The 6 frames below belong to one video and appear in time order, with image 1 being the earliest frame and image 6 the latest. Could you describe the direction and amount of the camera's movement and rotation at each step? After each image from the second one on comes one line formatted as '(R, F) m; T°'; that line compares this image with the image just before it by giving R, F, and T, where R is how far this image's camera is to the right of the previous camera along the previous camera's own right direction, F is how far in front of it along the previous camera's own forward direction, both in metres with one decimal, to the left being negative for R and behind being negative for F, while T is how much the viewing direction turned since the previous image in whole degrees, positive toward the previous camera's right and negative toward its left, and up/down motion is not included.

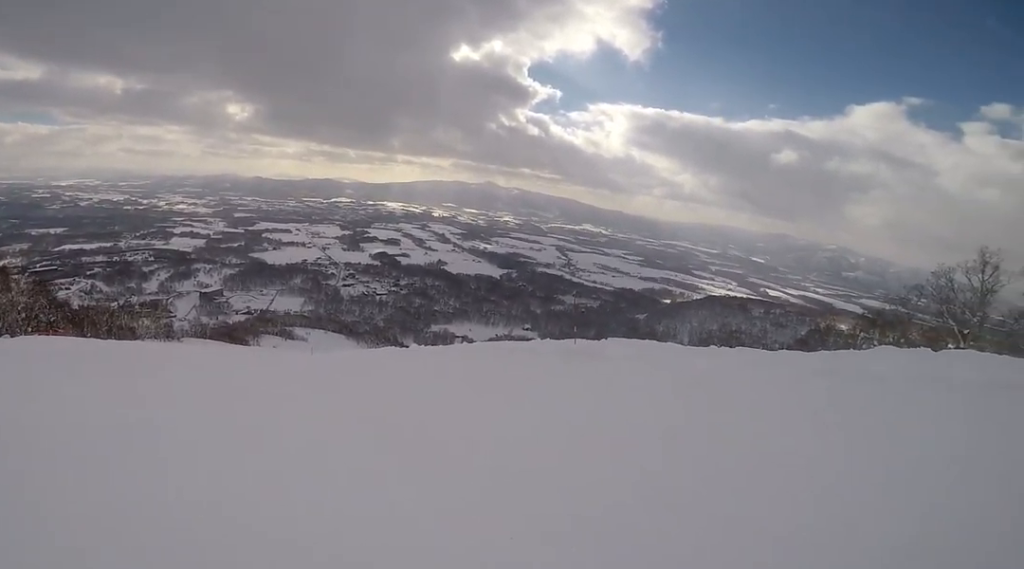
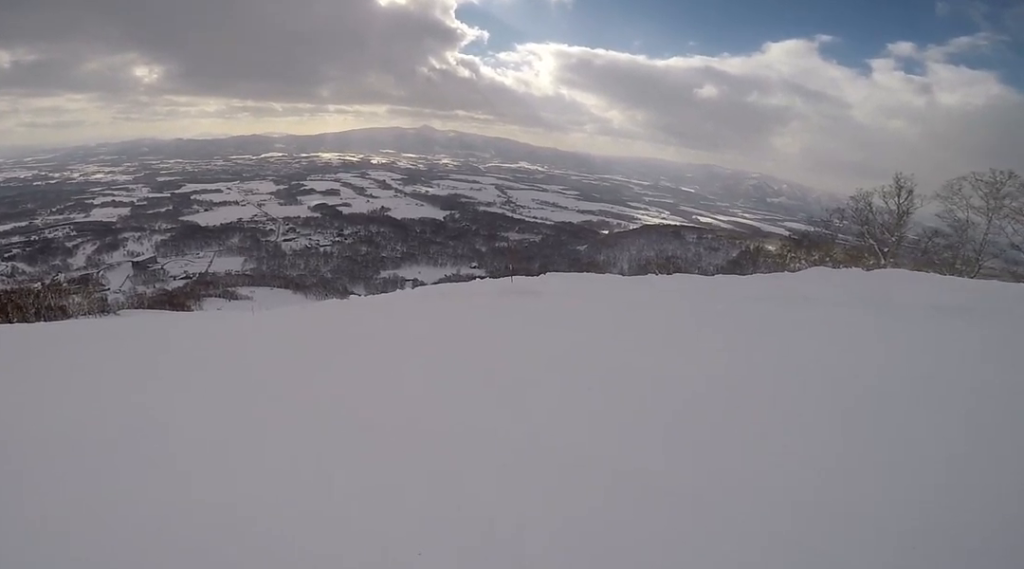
(-0.2, +1.2) m; -25°
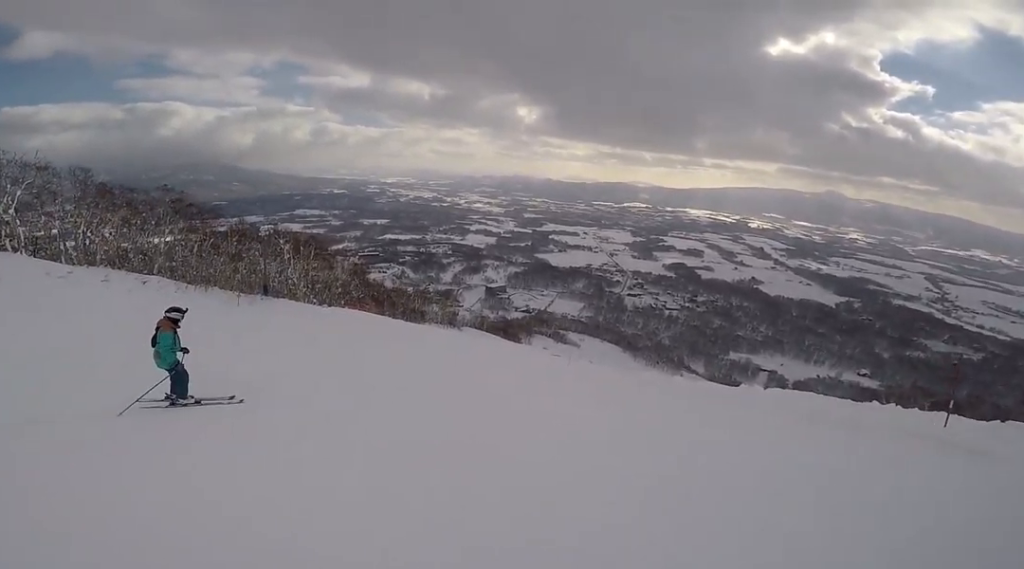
(-1.2, +2.0) m; -36°
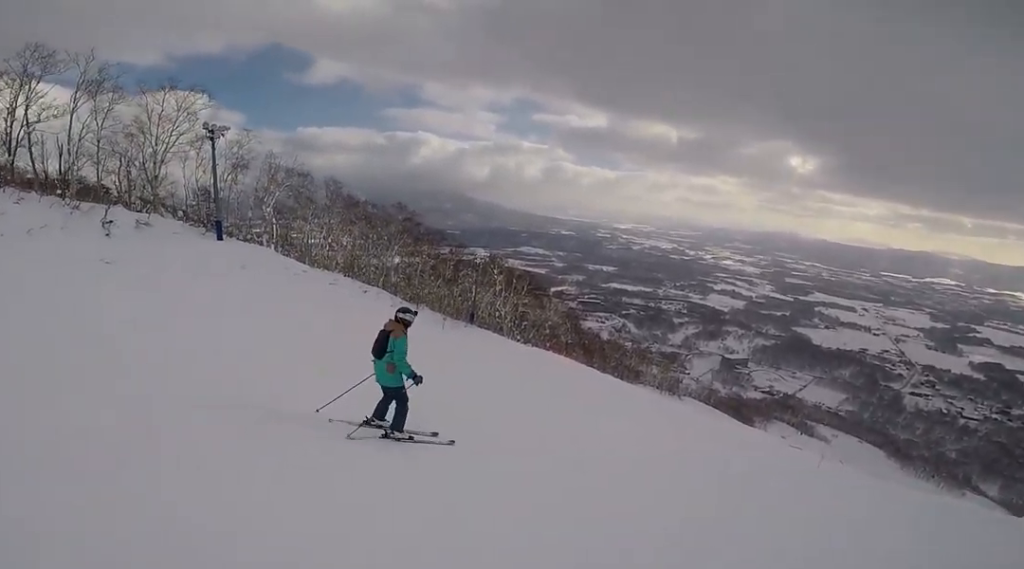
(-0.1, +2.5) m; -11°
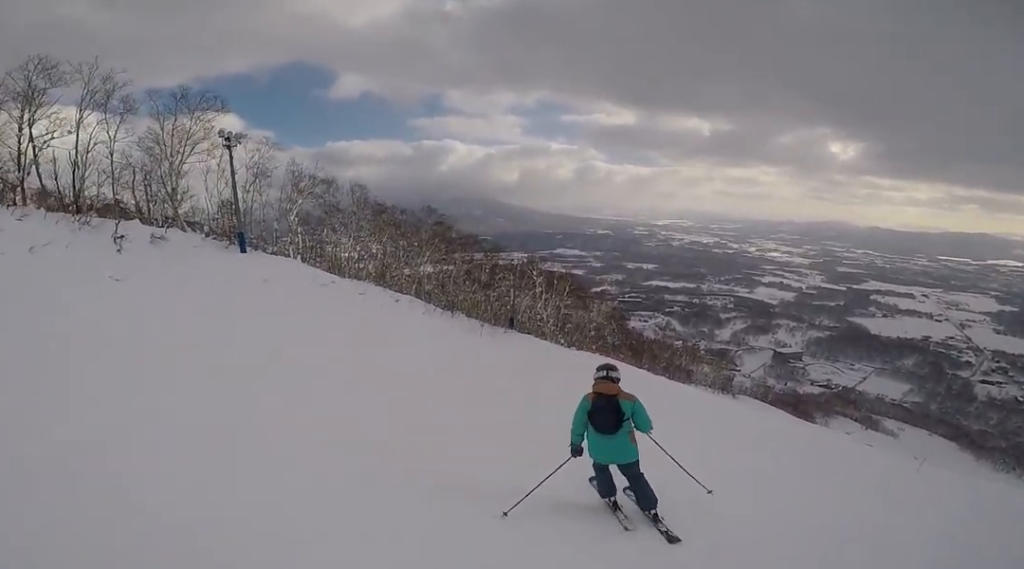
(+0.2, +2.2) m; -16°
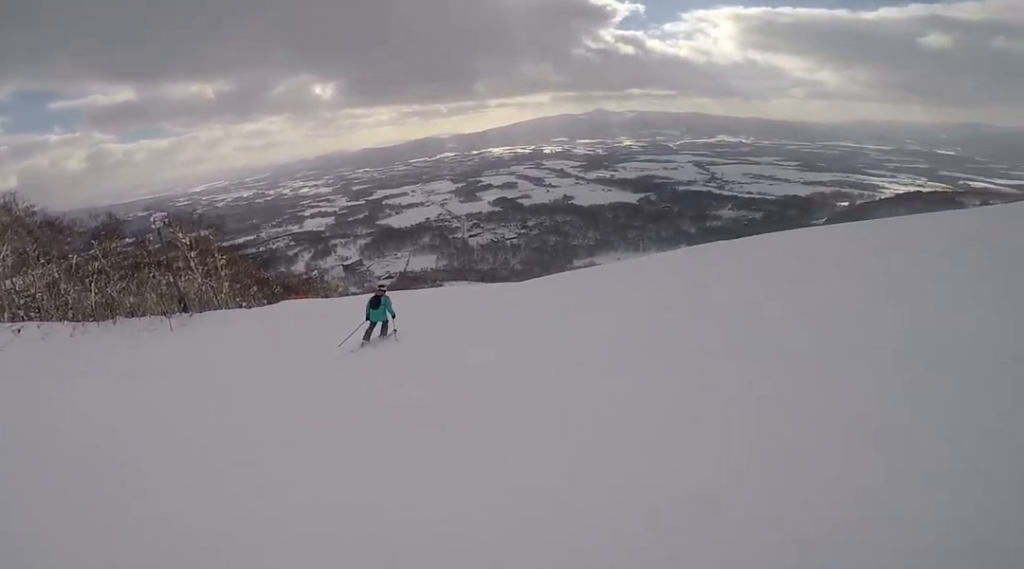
(-3.2, +13.7) m; +31°
